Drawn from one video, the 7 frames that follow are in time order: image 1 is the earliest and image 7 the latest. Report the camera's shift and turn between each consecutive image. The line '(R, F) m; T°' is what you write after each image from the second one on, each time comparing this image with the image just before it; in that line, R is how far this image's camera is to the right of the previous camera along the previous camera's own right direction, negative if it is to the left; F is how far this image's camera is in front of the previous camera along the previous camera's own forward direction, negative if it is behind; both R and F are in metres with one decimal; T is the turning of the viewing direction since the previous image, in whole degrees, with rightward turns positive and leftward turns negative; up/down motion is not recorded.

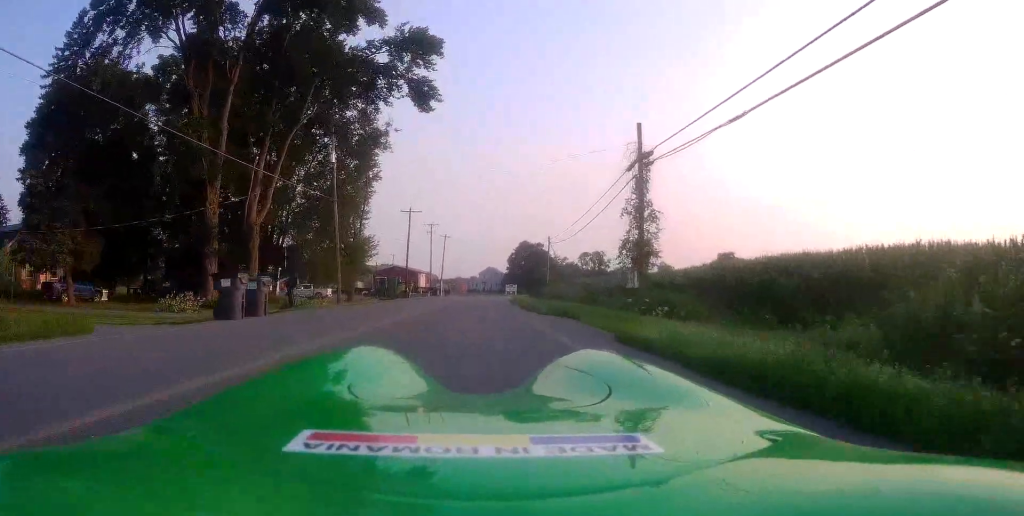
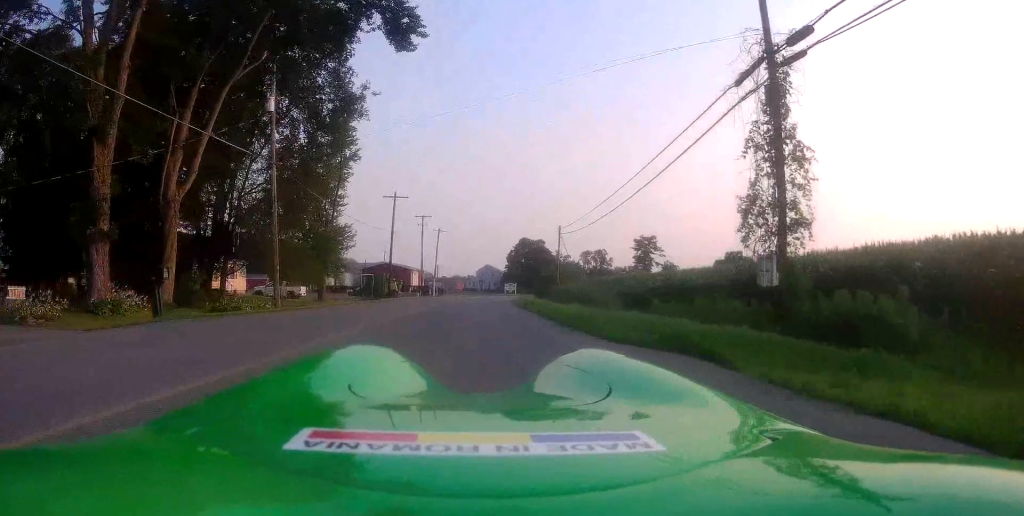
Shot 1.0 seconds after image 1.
(+0.2, +10.1) m; +1°
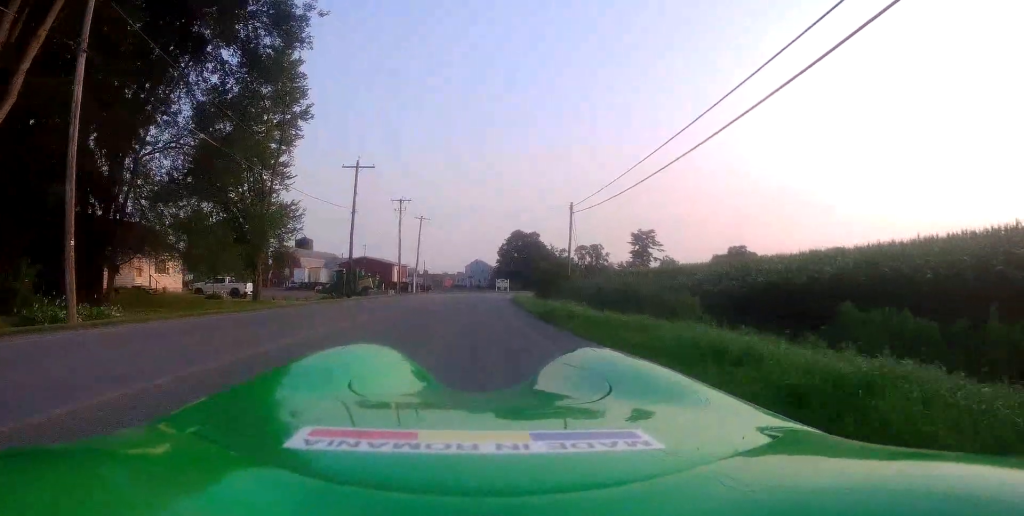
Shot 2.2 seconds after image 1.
(-0.1, +12.2) m; +2°
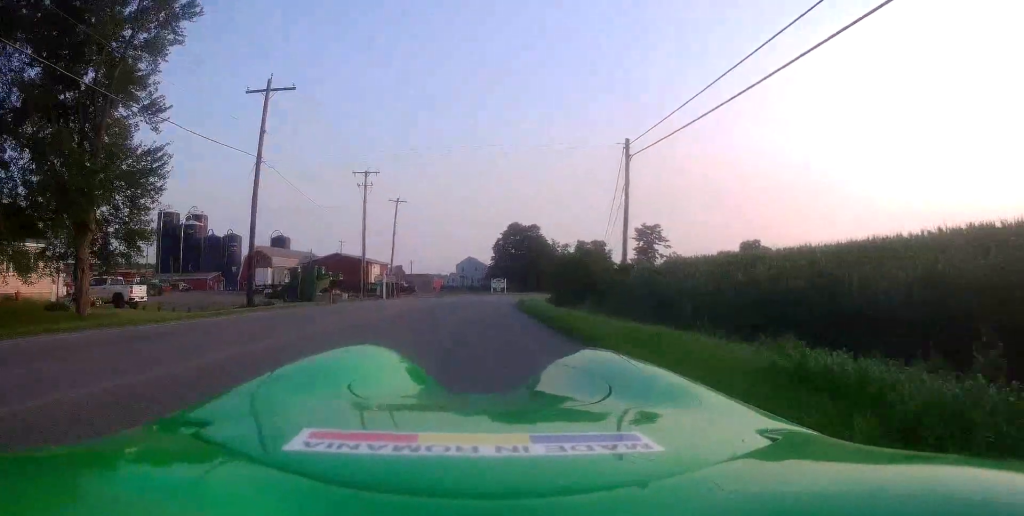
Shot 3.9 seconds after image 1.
(+0.6, +17.1) m; +1°
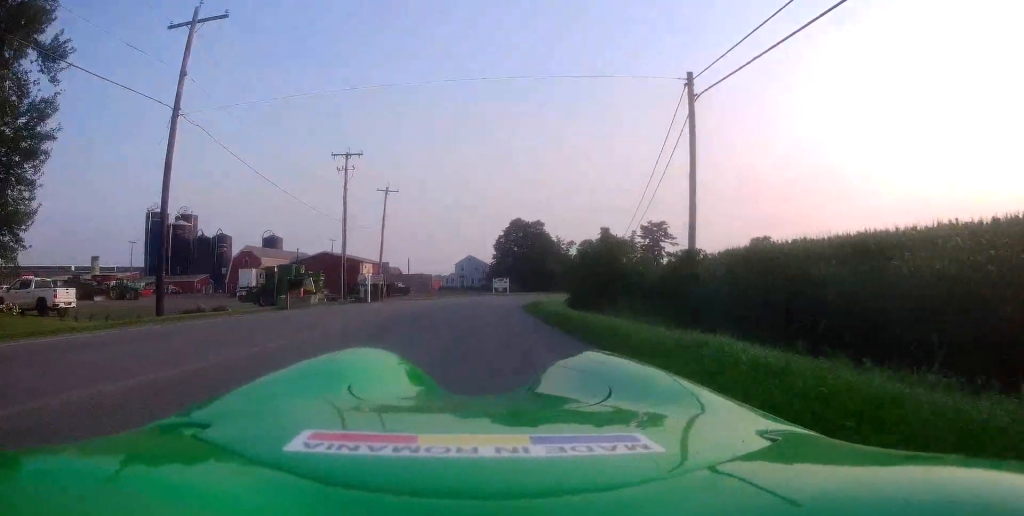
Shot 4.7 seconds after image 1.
(-0.1, +7.6) m; -1°
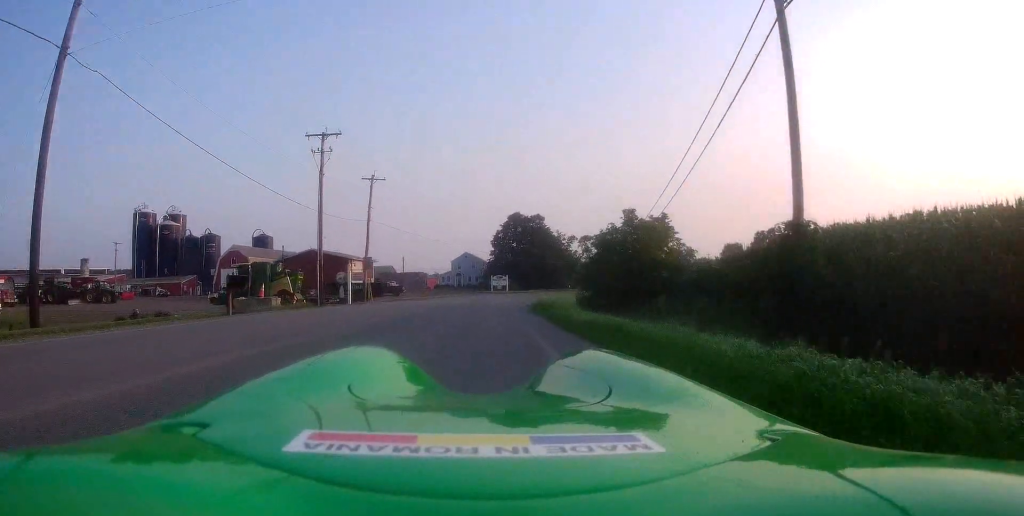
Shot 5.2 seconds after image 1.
(0.0, +5.5) m; 0°
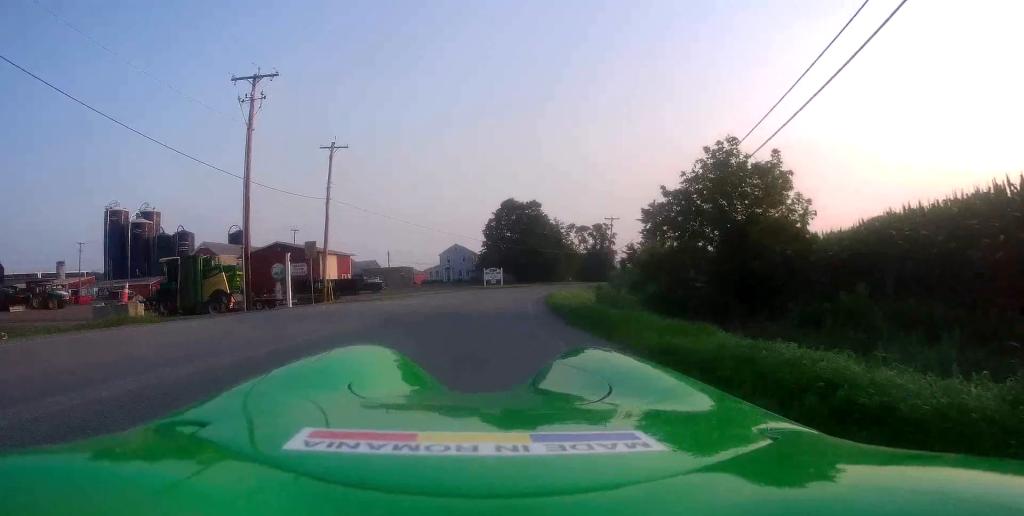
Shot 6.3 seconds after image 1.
(0.0, +11.2) m; 0°
